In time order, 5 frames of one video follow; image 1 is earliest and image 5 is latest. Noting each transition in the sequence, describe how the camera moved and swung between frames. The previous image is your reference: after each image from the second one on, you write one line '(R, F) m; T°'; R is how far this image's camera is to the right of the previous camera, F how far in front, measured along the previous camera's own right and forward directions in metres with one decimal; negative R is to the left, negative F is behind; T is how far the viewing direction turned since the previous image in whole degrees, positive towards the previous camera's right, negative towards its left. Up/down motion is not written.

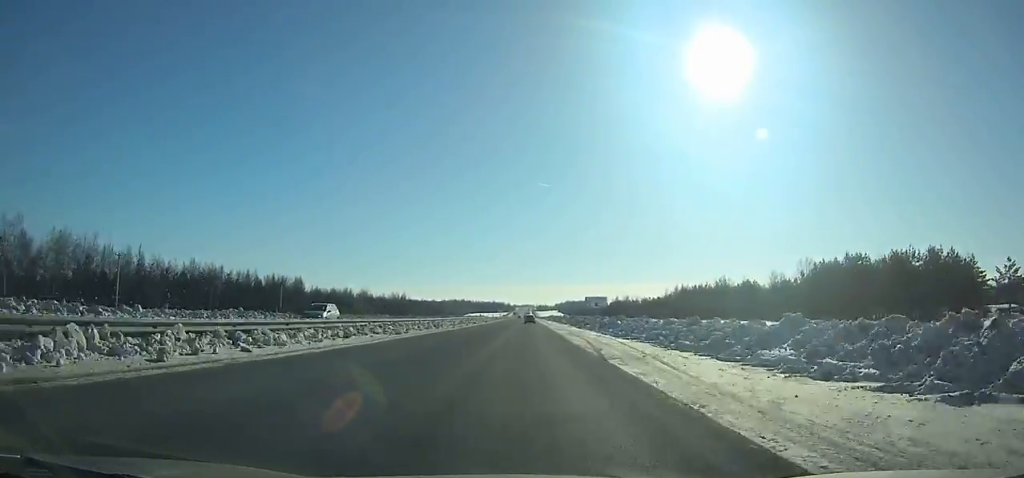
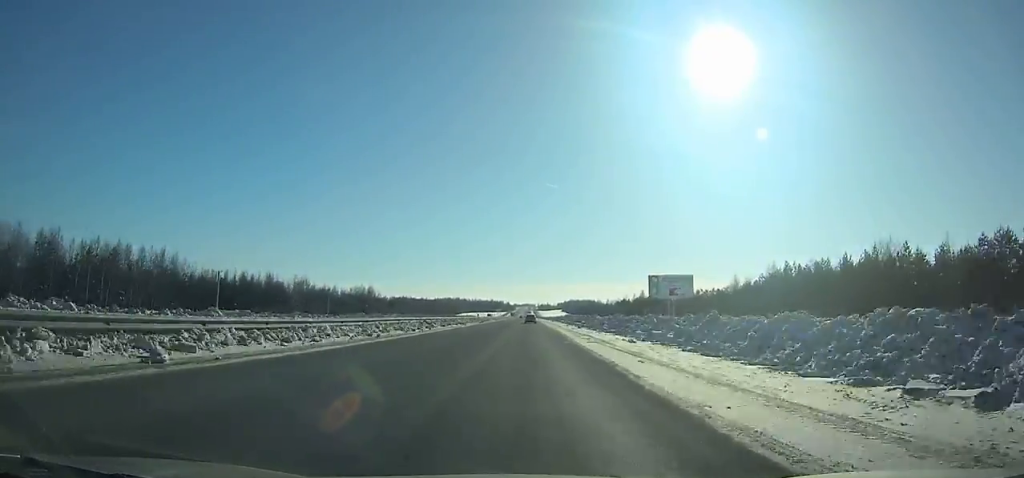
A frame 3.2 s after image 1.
(+0.1, +84.8) m; 0°
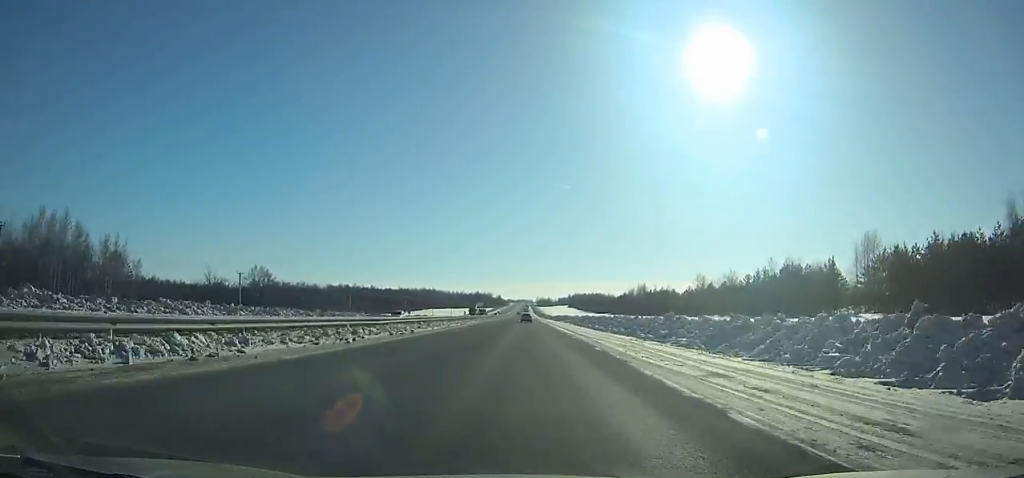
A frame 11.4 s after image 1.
(+0.2, +217.0) m; 0°
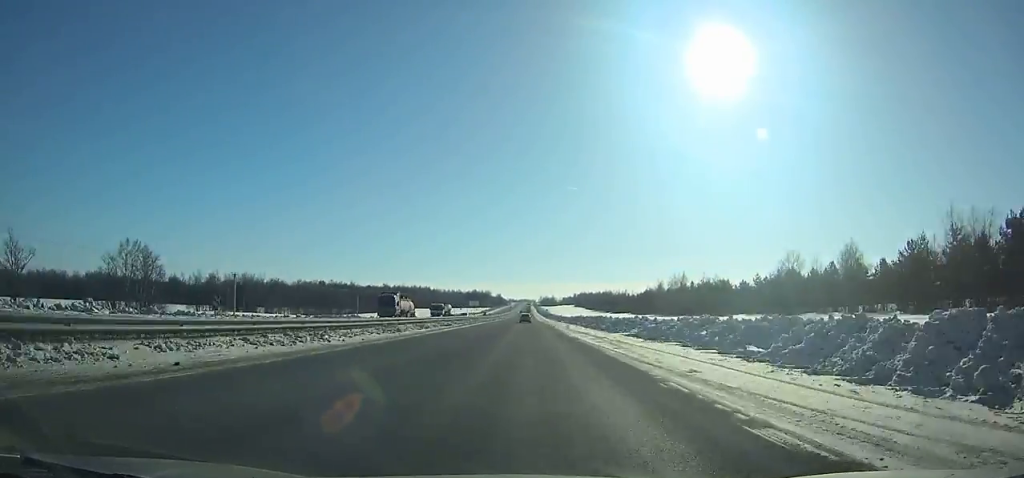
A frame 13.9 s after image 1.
(-0.2, +65.8) m; 0°
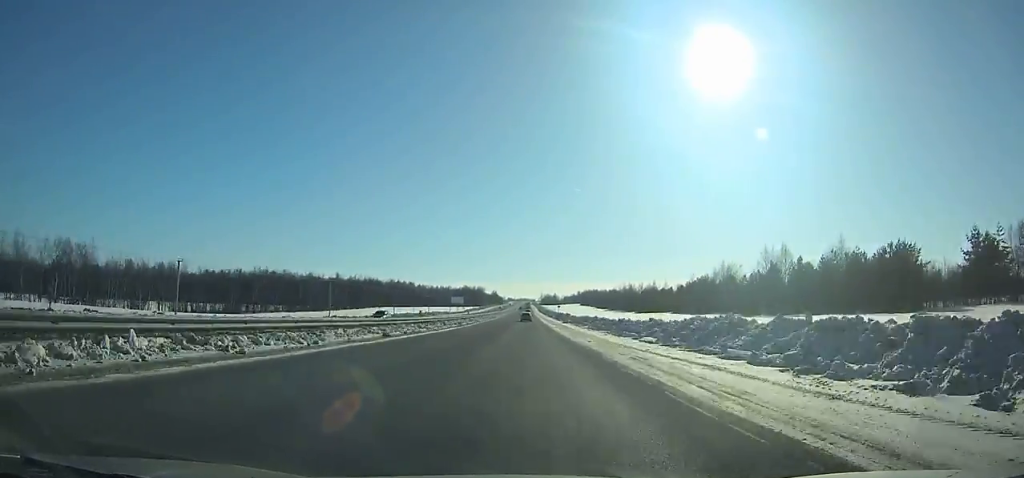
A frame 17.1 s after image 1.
(+0.2, +83.9) m; 0°
